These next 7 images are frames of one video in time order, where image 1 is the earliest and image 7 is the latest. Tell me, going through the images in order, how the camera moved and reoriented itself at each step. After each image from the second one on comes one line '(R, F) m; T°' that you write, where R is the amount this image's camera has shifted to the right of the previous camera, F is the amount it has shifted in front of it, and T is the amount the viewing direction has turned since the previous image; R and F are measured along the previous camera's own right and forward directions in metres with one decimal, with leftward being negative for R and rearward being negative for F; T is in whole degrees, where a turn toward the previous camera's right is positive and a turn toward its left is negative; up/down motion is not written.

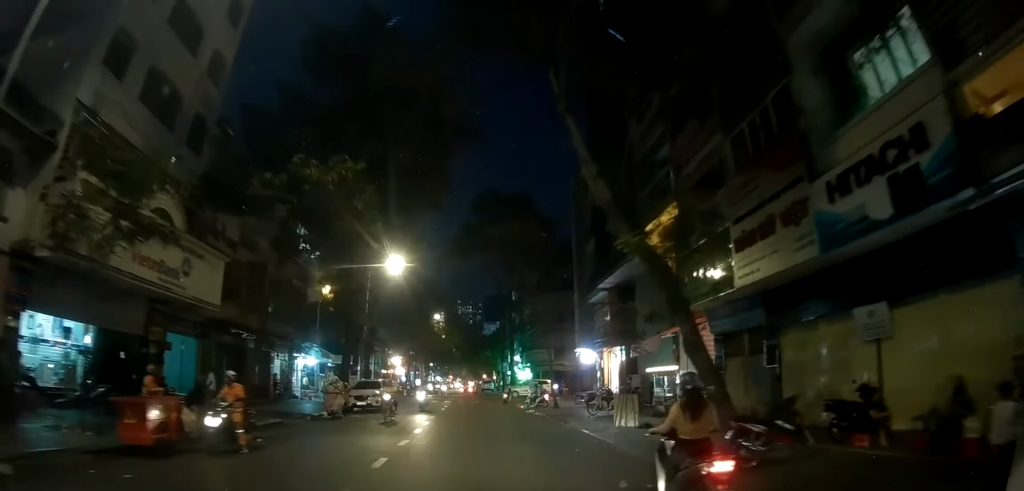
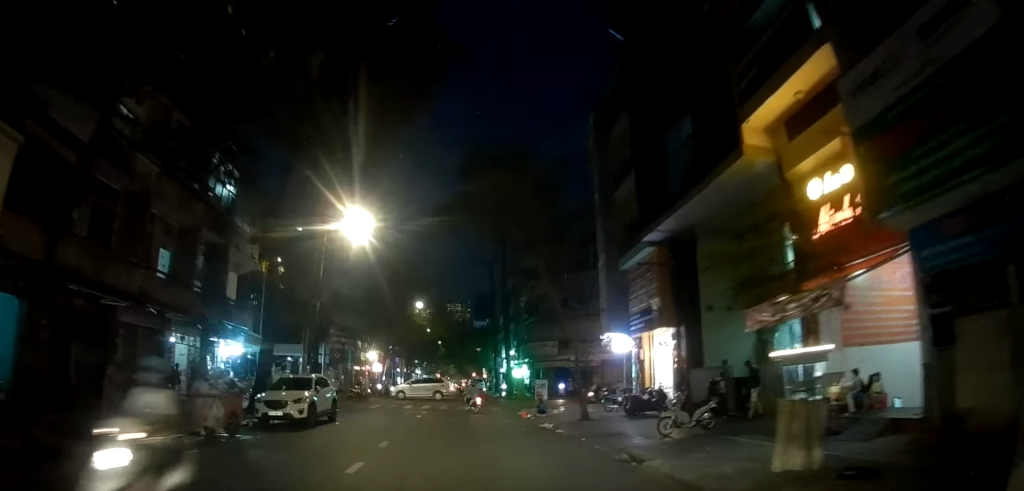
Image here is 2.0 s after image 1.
(+1.0, +9.3) m; +7°
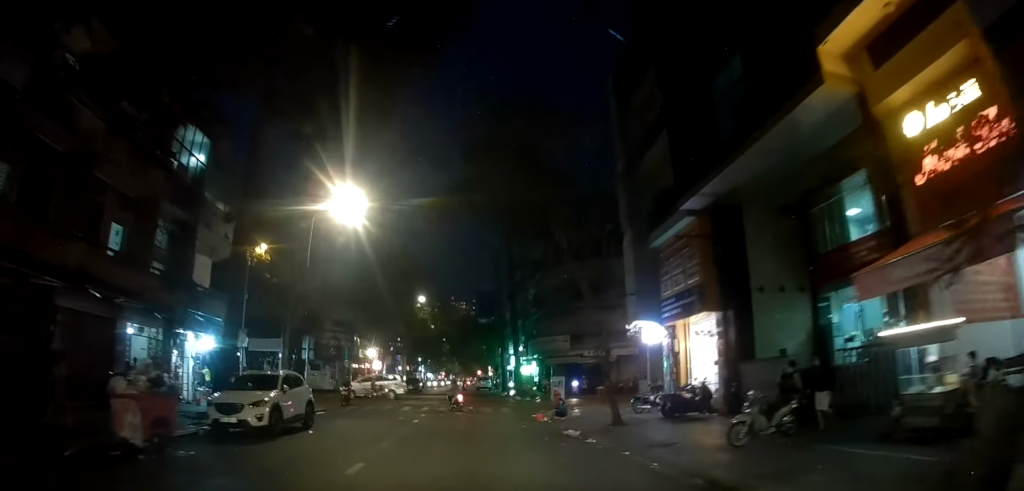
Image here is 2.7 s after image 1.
(-0.1, +3.2) m; -1°
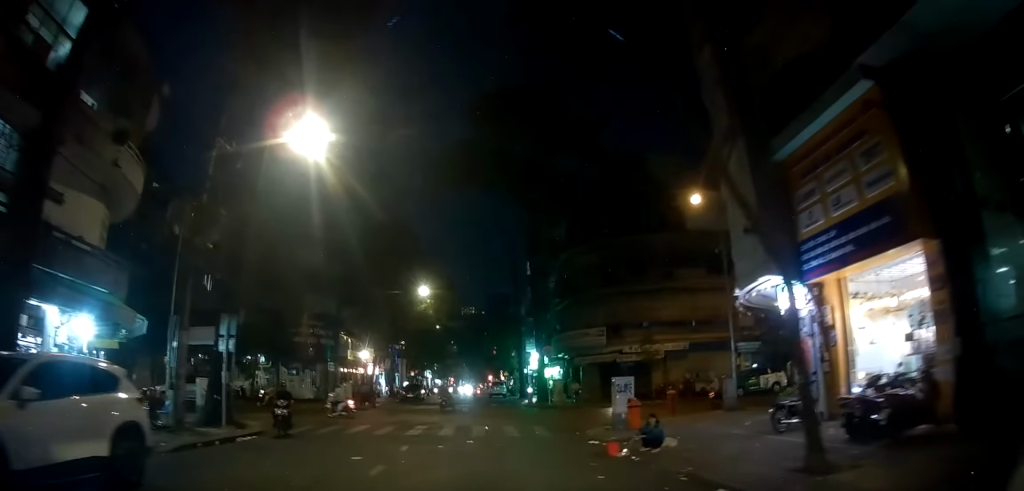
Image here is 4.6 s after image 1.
(0.0, +8.7) m; +3°
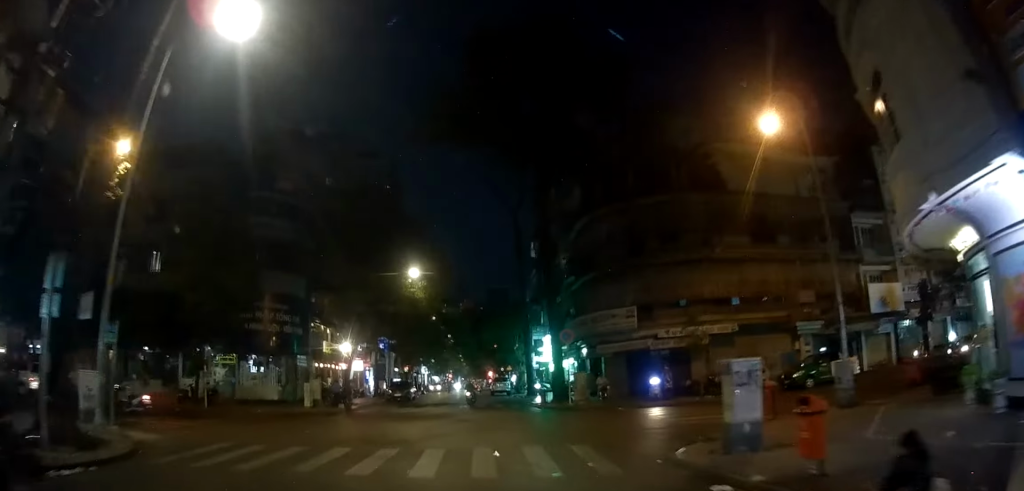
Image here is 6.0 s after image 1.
(+0.4, +7.3) m; +3°
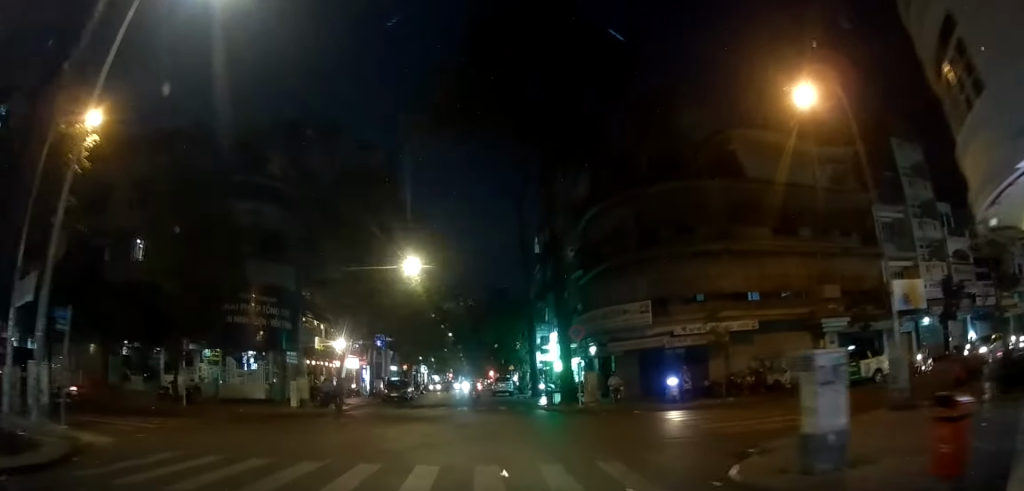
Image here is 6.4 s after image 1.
(0.0, +2.3) m; -2°
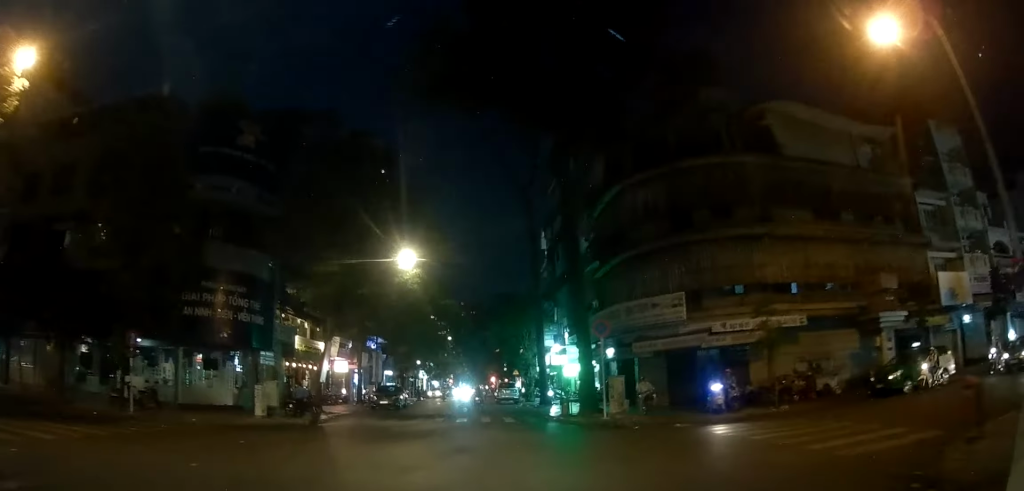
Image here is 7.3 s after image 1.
(-0.1, +4.3) m; -4°
